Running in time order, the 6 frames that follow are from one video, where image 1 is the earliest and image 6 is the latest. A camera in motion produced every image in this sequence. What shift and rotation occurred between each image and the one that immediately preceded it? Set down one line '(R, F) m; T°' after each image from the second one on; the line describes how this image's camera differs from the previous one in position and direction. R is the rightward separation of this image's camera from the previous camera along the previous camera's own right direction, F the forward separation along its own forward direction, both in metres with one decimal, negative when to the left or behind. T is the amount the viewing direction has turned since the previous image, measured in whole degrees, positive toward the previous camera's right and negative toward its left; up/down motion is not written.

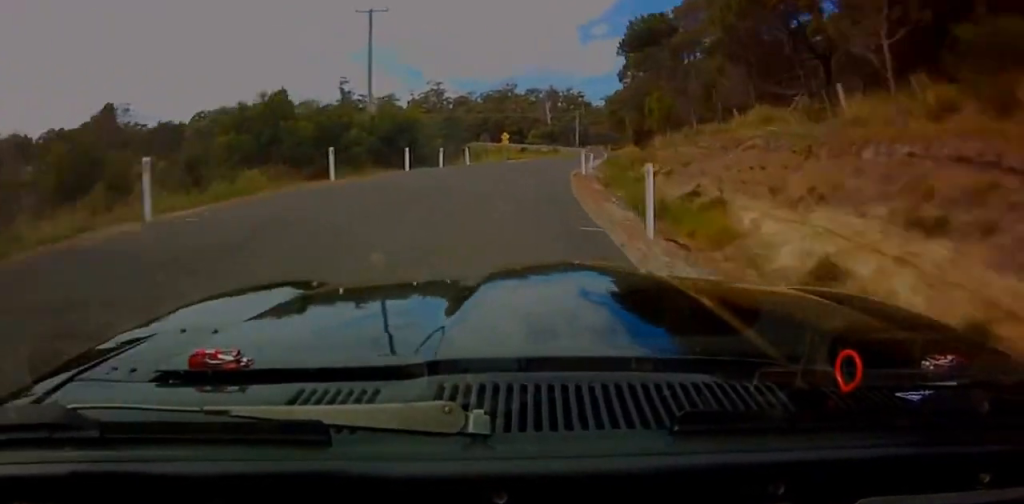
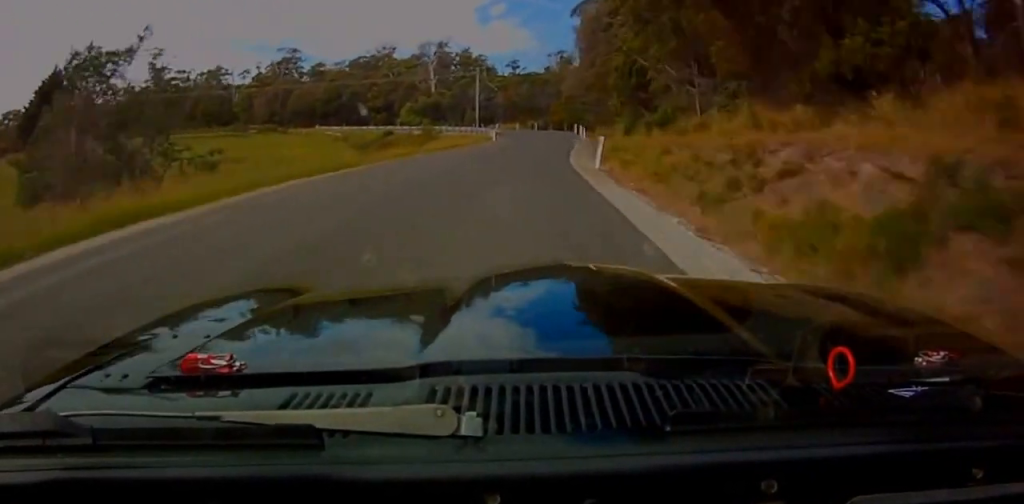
(+9.4, +64.7) m; +12°
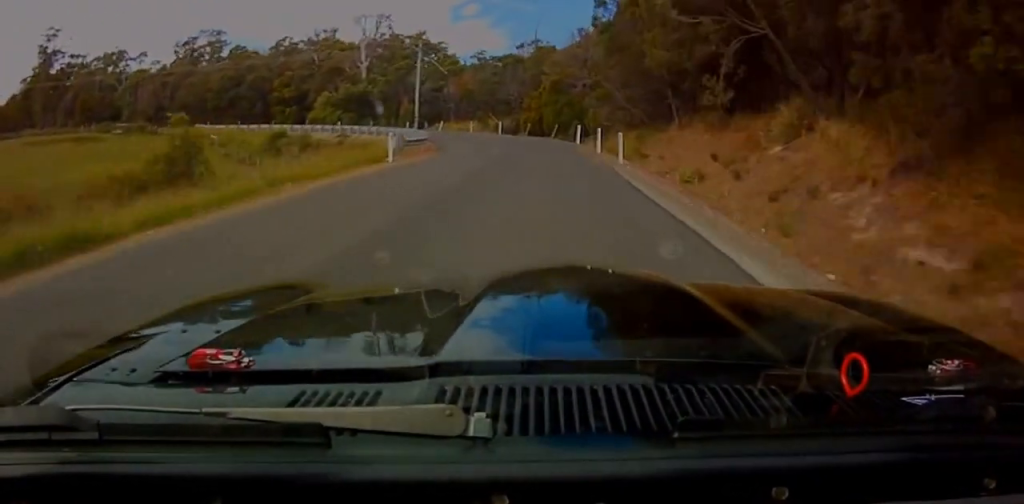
(+0.7, +33.2) m; -3°
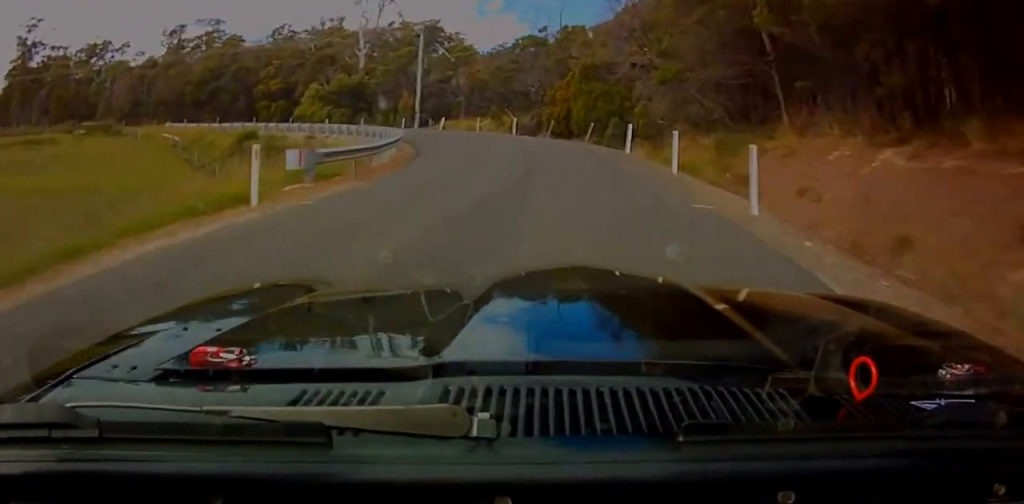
(-0.9, +12.4) m; -2°
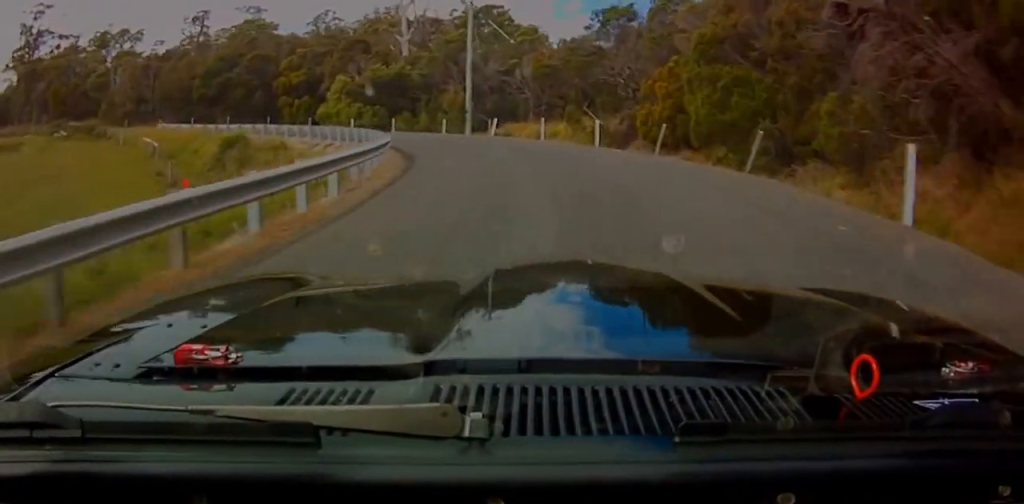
(-0.5, +15.3) m; -2°
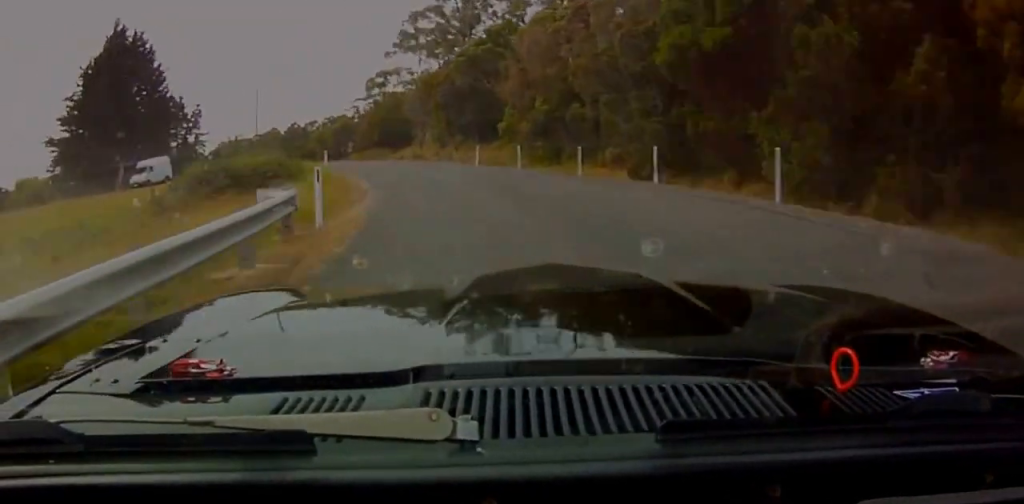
(-12.5, +48.4) m; -45°
